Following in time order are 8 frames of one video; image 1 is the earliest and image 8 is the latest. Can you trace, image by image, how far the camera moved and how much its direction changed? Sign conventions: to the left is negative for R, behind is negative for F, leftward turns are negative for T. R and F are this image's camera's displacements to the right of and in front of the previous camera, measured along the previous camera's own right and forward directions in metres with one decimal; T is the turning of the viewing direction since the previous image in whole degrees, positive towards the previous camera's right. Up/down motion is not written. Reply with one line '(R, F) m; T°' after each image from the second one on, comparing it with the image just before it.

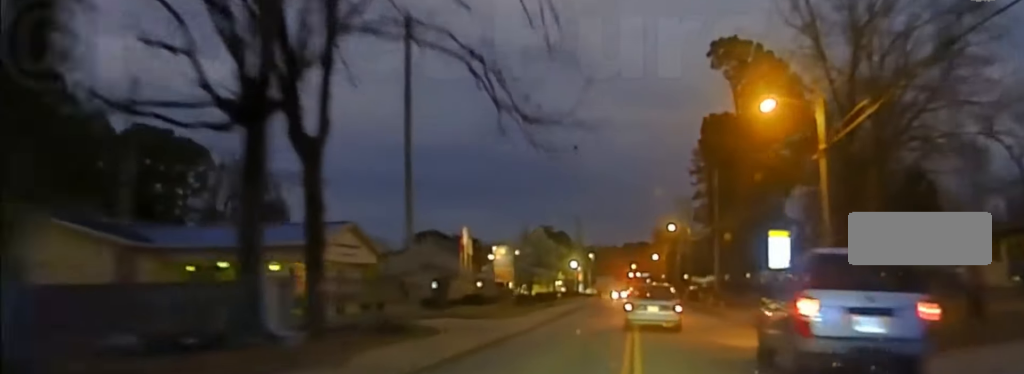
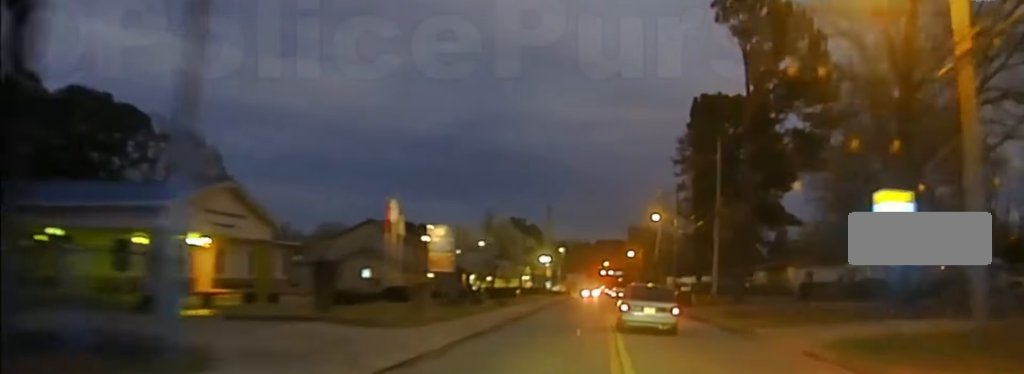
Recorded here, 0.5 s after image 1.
(-0.1, +15.1) m; 0°
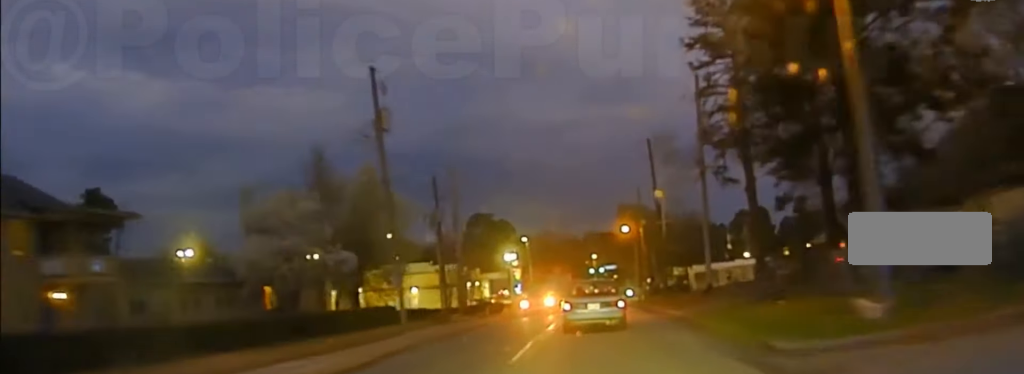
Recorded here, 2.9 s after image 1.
(+1.5, +74.4) m; +1°
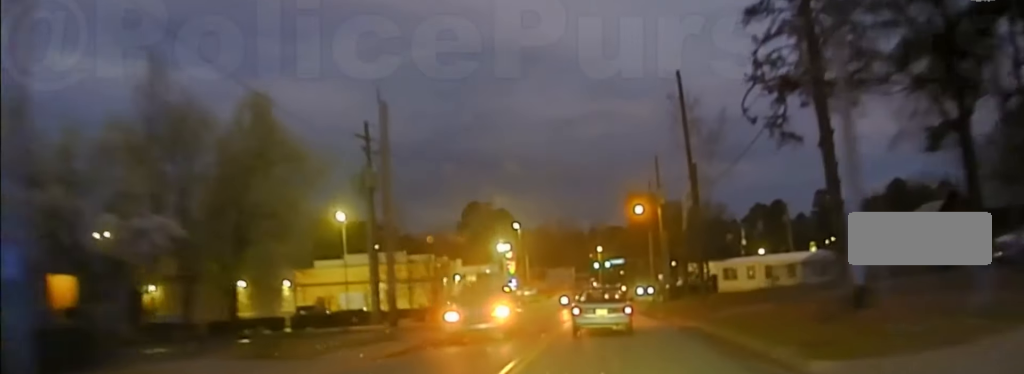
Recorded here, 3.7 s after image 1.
(-0.1, +24.0) m; -1°
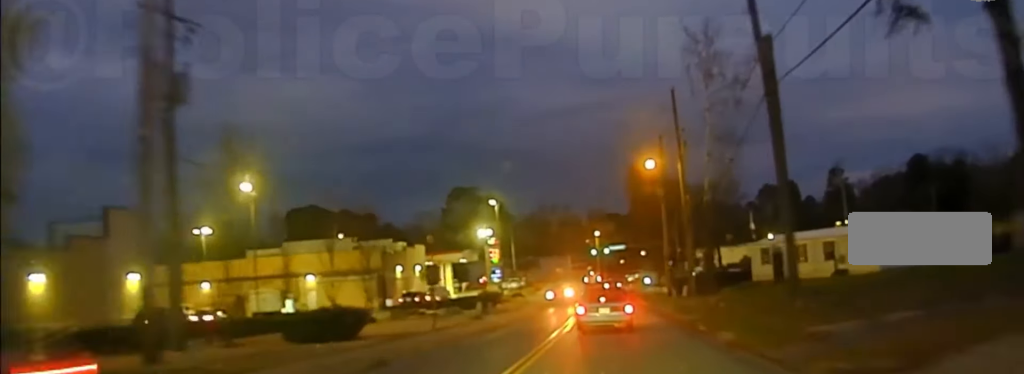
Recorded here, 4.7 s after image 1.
(-0.3, +26.7) m; -1°
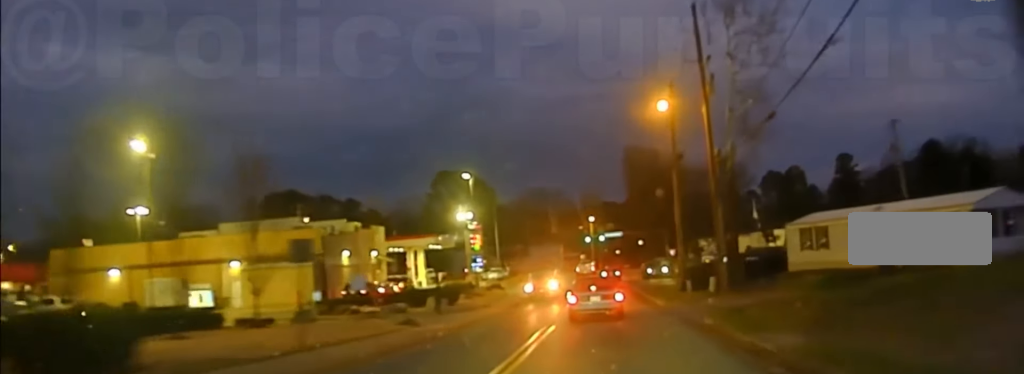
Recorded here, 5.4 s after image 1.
(0.0, +16.1) m; 0°
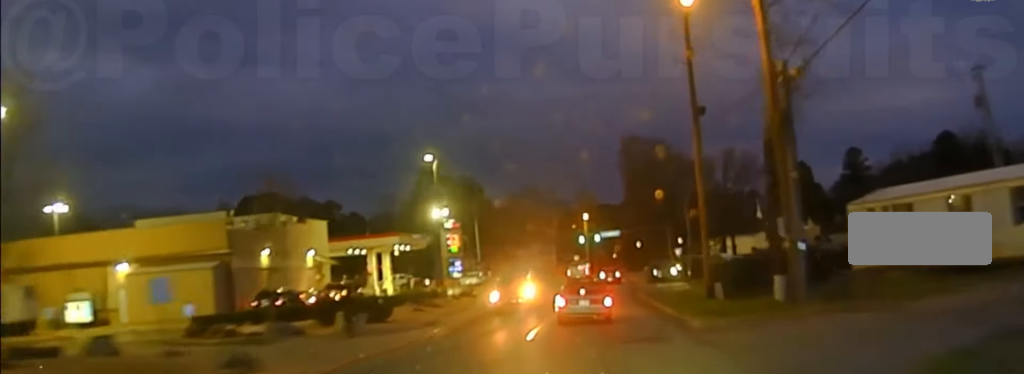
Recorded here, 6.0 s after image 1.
(0.0, +14.4) m; 0°
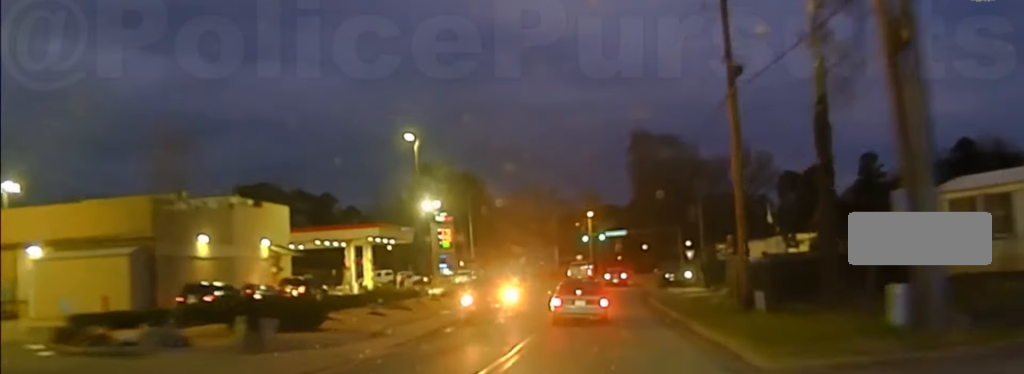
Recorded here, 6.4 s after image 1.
(0.0, +9.3) m; 0°
